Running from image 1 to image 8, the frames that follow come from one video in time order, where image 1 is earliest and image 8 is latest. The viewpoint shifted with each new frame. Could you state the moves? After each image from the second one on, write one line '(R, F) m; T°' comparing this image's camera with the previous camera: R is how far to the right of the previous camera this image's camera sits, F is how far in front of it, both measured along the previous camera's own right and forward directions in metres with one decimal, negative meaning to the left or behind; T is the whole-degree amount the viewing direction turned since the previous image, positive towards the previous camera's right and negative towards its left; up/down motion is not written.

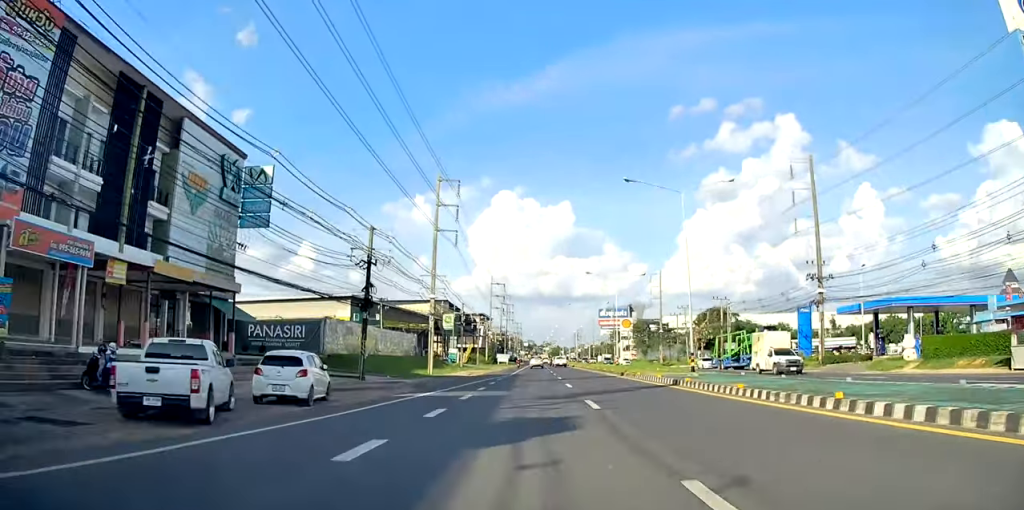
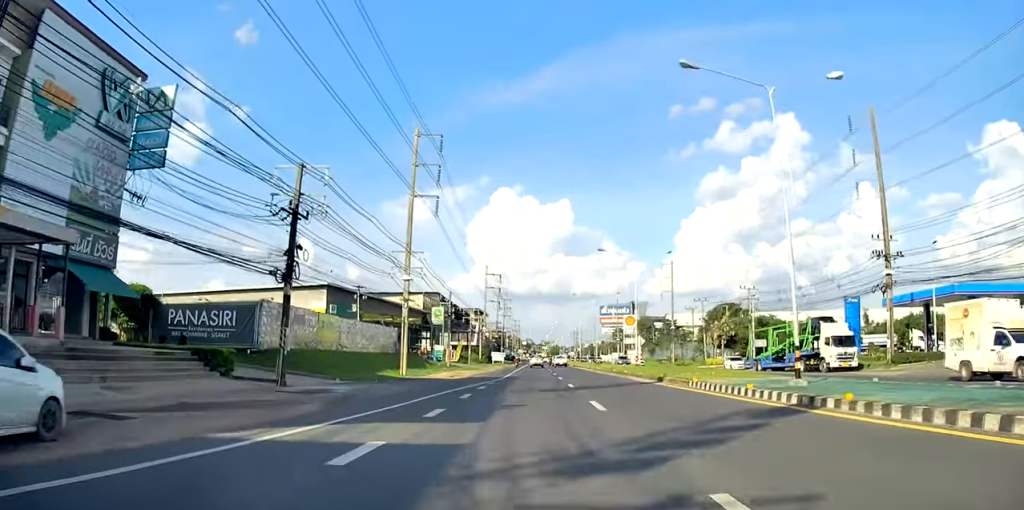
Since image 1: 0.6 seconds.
(-0.1, +13.0) m; +1°
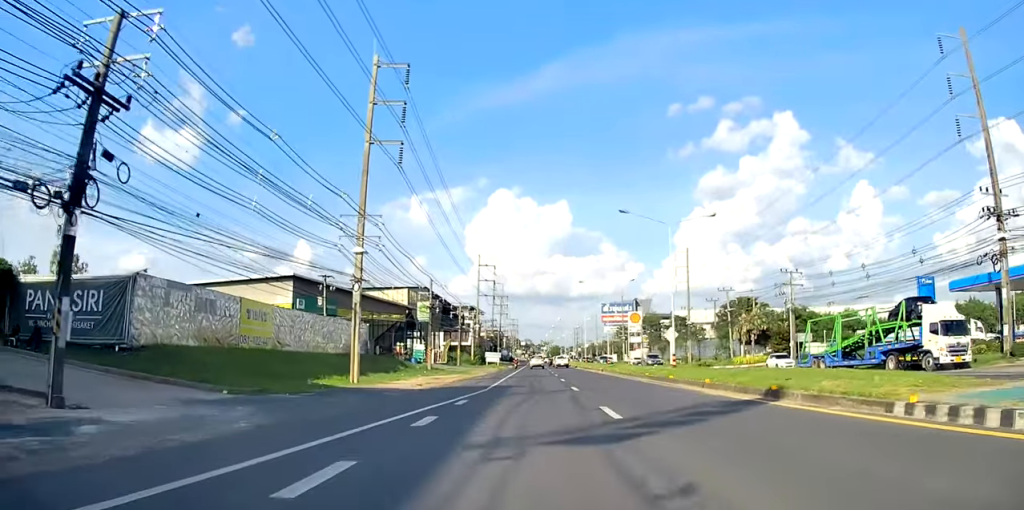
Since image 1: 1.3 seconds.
(+0.1, +14.0) m; +1°
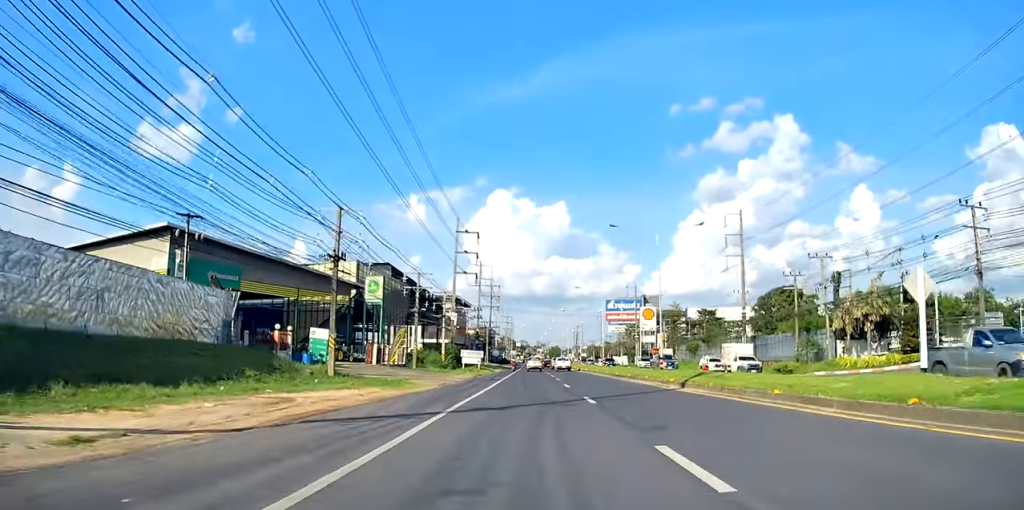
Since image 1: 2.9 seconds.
(0.0, +30.2) m; -1°
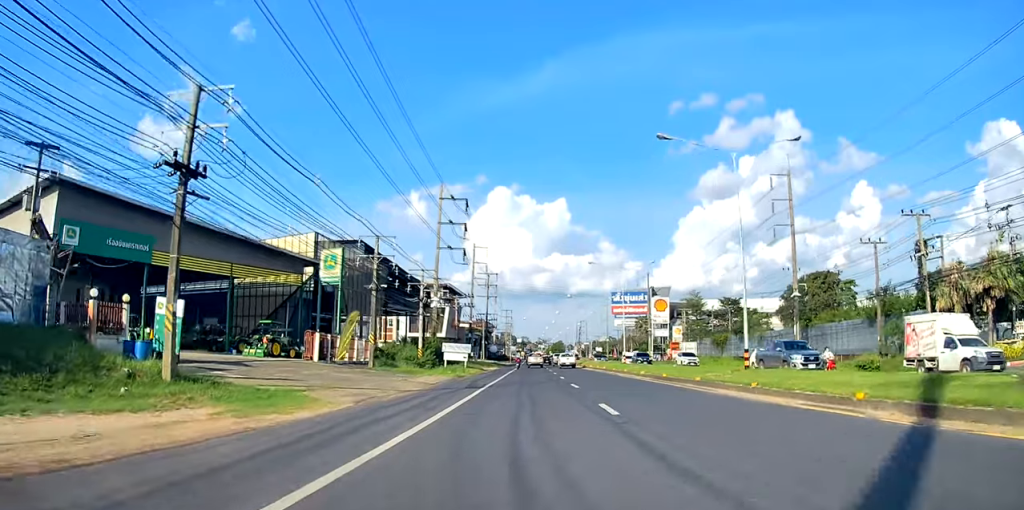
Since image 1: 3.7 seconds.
(0.0, +16.4) m; 0°
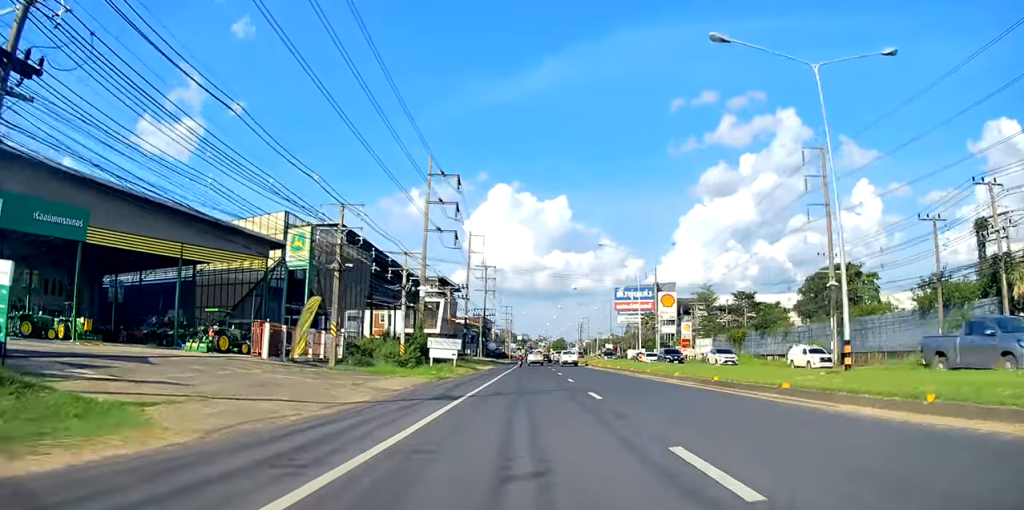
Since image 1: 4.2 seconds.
(0.0, +8.6) m; 0°
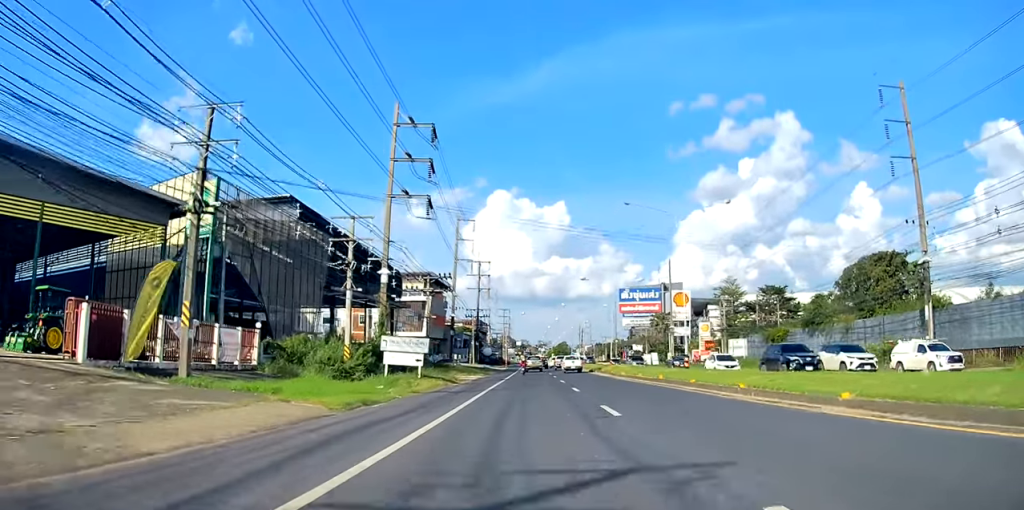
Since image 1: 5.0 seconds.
(-0.1, +15.4) m; 0°
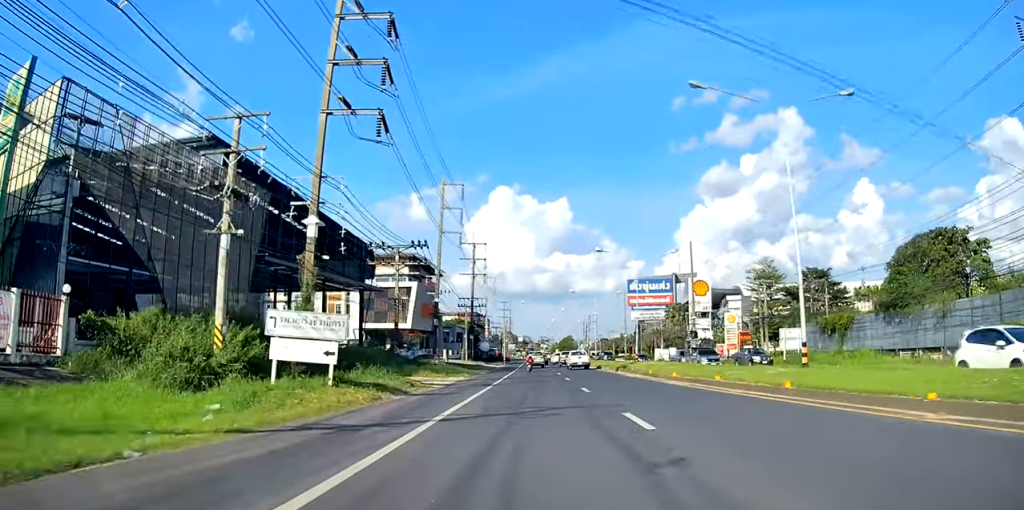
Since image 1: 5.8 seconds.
(0.0, +14.8) m; 0°
